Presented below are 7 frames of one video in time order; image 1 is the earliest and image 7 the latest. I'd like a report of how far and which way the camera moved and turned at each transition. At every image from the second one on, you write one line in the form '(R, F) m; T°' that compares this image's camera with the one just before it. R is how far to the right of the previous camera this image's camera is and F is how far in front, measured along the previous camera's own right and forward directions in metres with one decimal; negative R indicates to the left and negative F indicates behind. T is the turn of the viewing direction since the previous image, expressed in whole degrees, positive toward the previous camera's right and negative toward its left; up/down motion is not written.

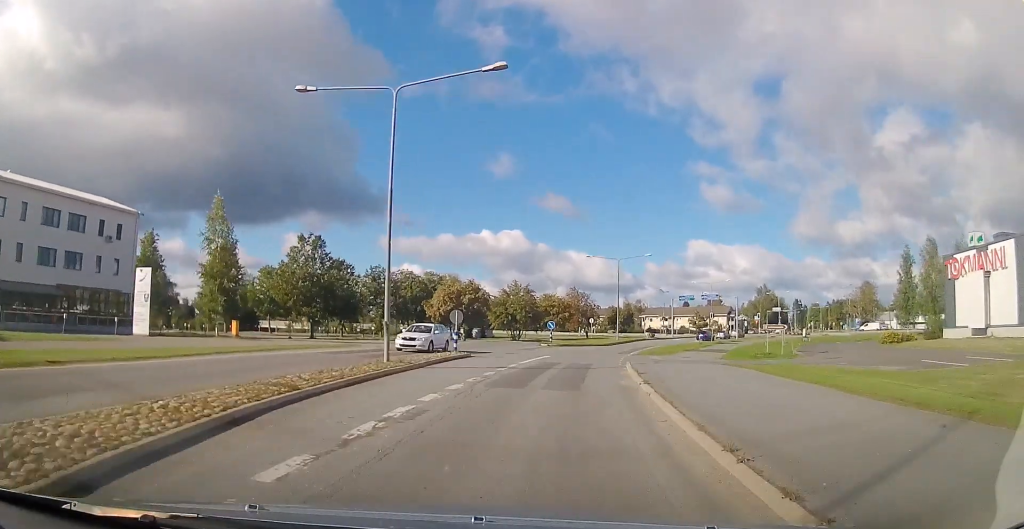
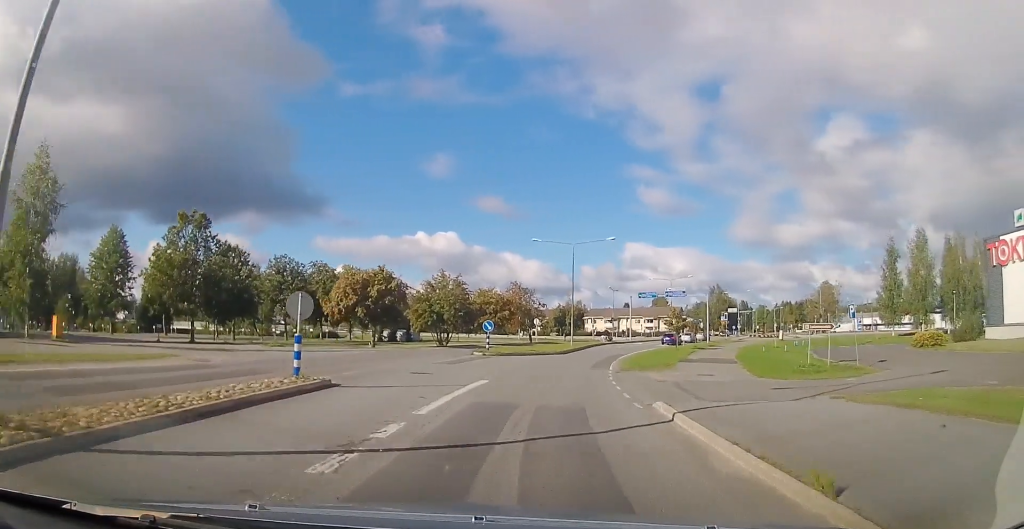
(+0.1, +13.5) m; +6°
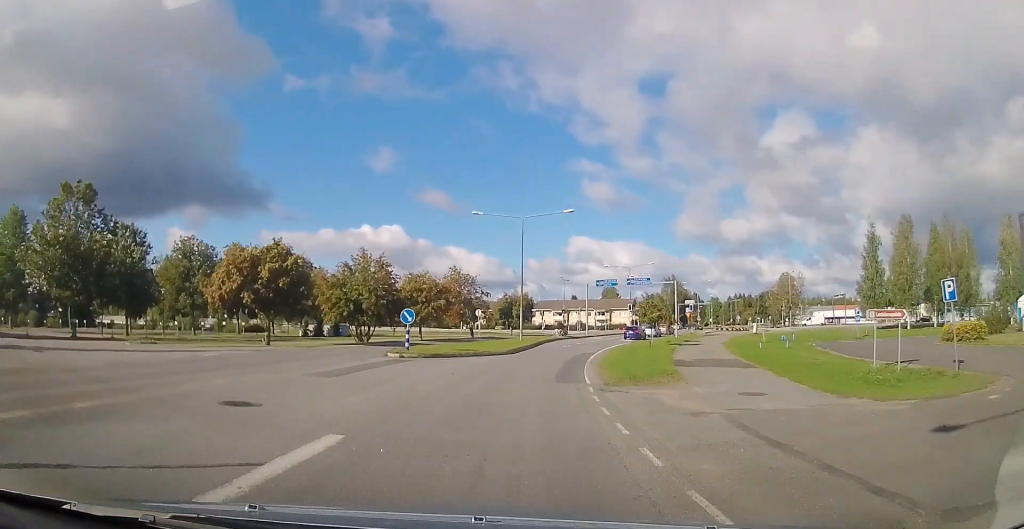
(+0.8, +9.3) m; +5°
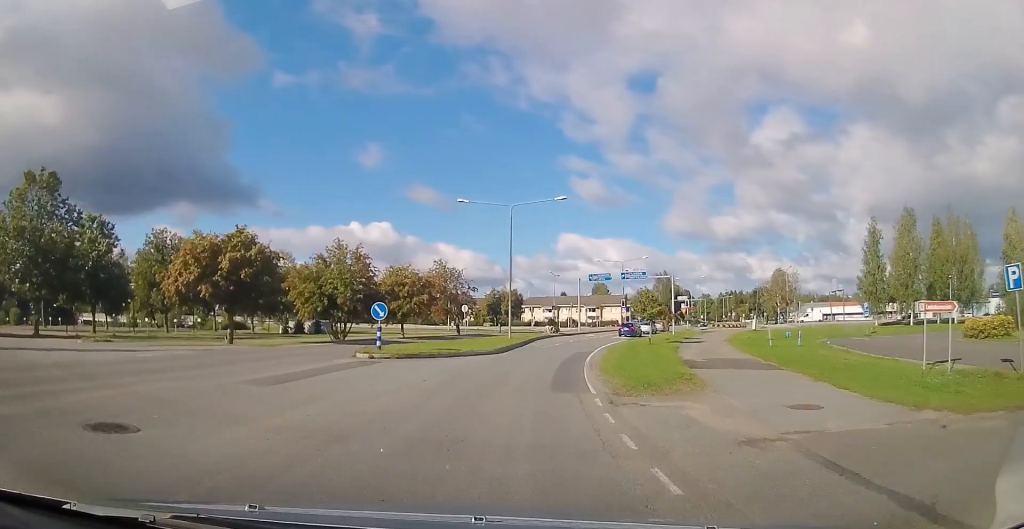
(0.0, +3.2) m; 0°
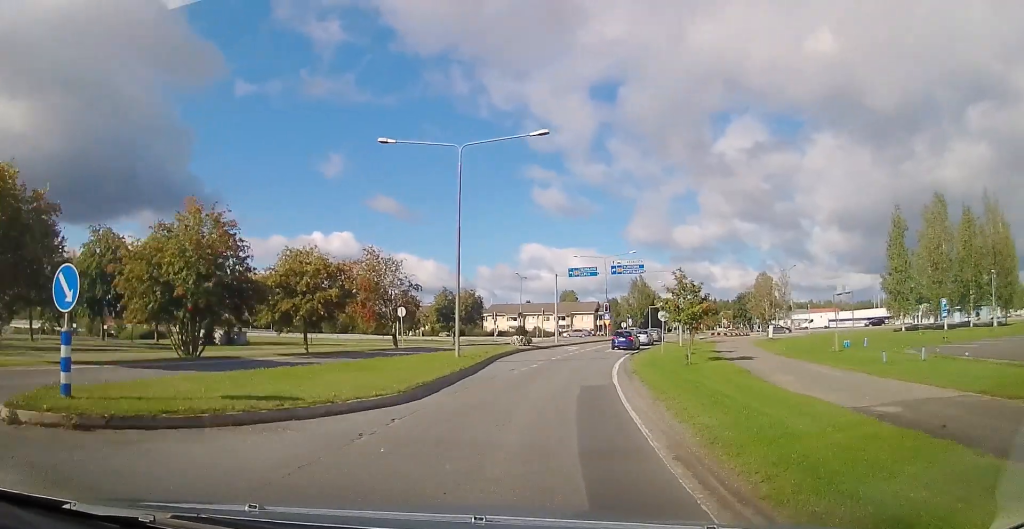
(+0.9, +14.8) m; +4°
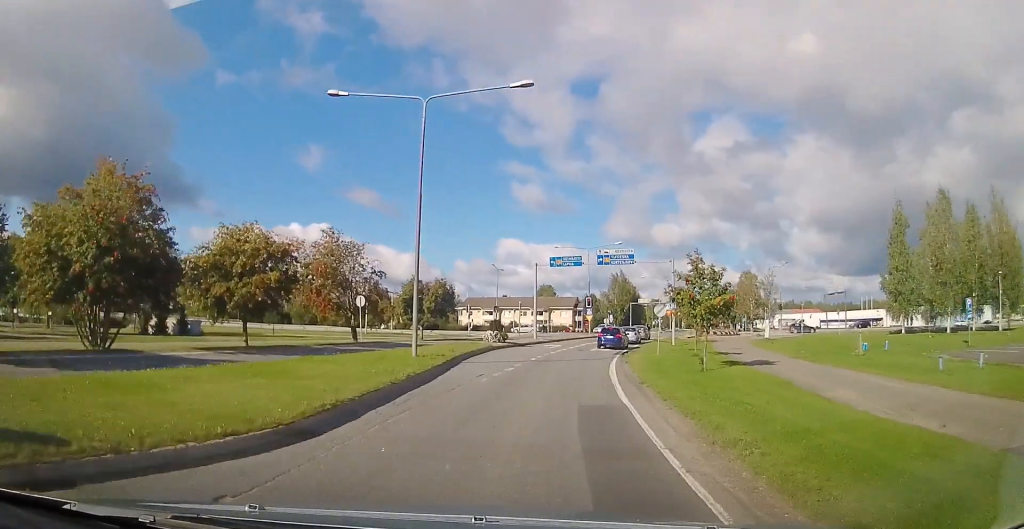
(-0.4, +4.8) m; +3°
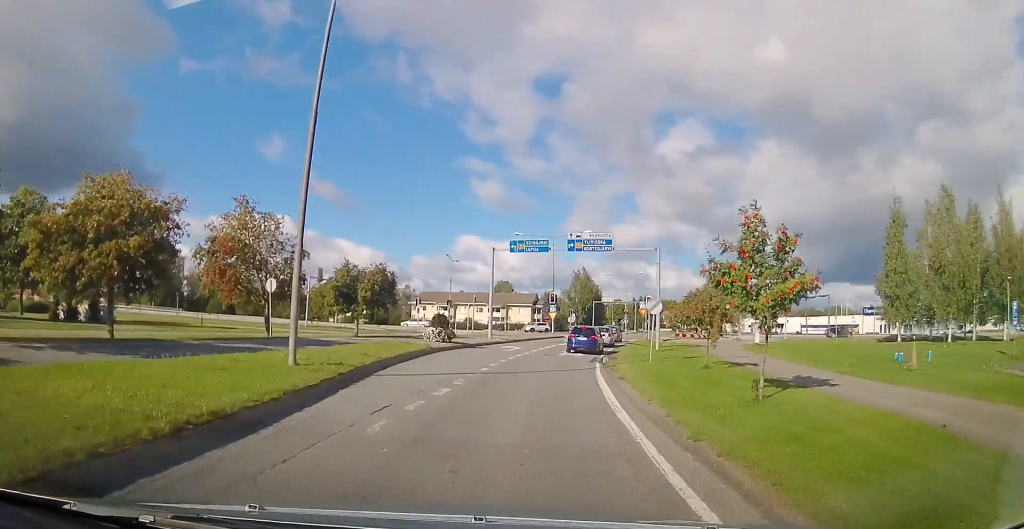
(+0.9, +7.3) m; +10°
